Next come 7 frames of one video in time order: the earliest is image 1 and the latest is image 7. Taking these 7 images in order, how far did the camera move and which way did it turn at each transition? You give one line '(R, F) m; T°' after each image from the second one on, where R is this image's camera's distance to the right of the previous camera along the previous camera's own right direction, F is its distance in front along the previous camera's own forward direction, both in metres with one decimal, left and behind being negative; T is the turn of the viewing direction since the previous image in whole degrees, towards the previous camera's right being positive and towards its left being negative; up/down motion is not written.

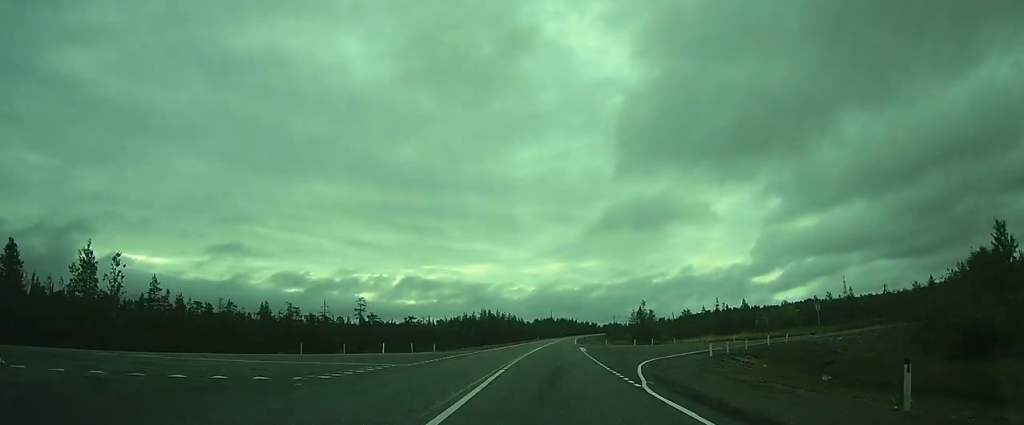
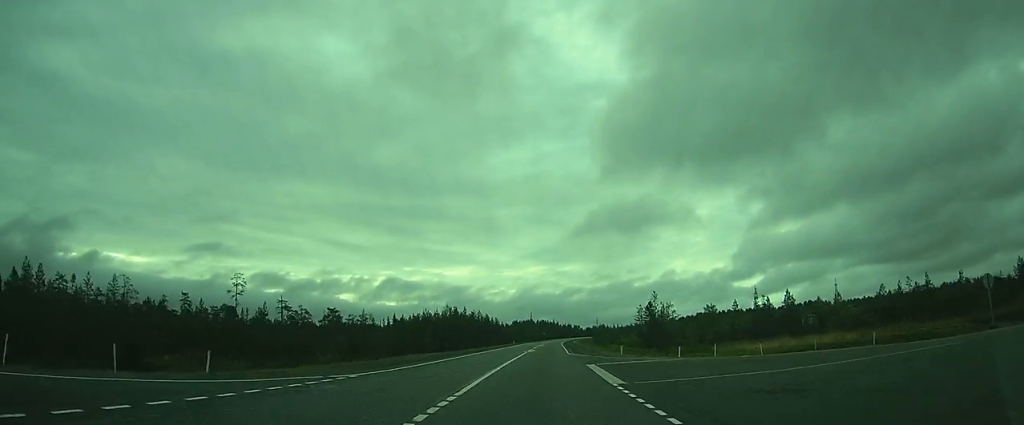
(-0.4, +28.2) m; -1°
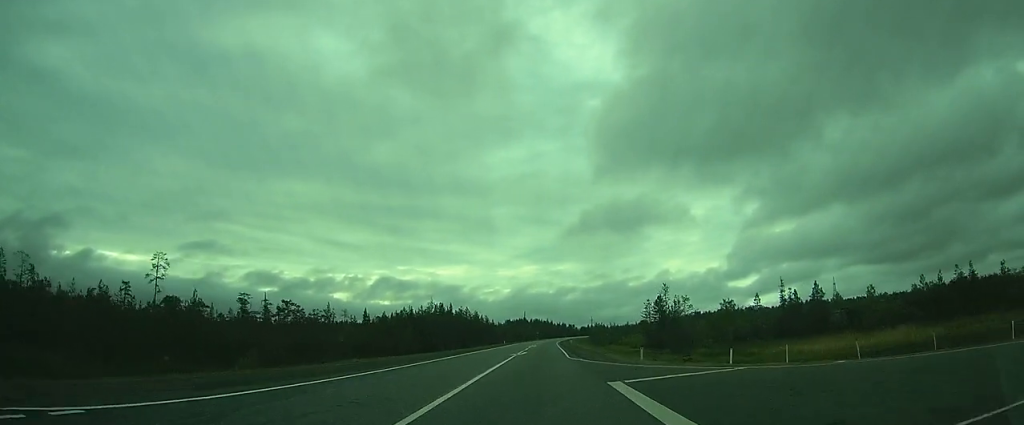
(0.0, +10.5) m; 0°
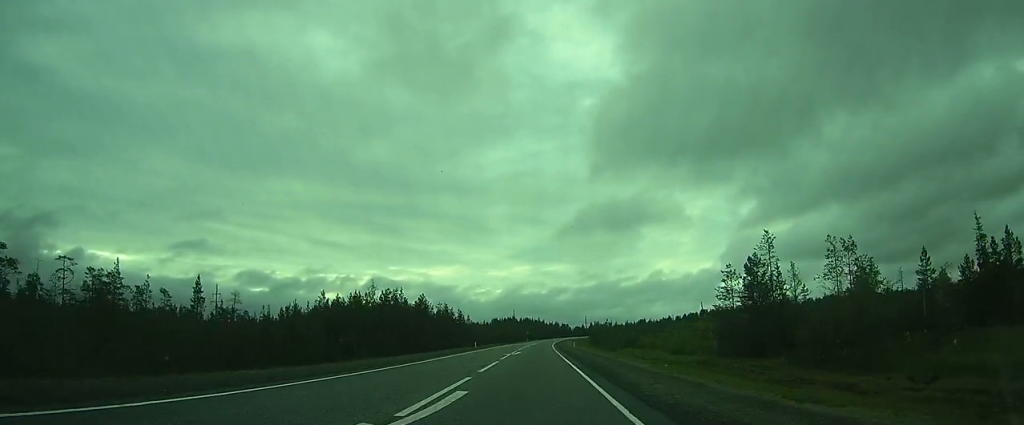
(+0.5, +32.9) m; +1°
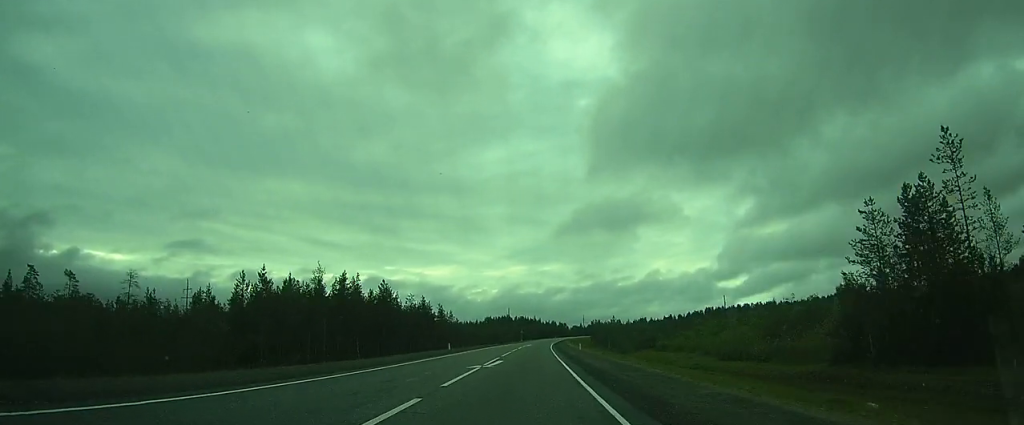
(0.0, +16.8) m; 0°
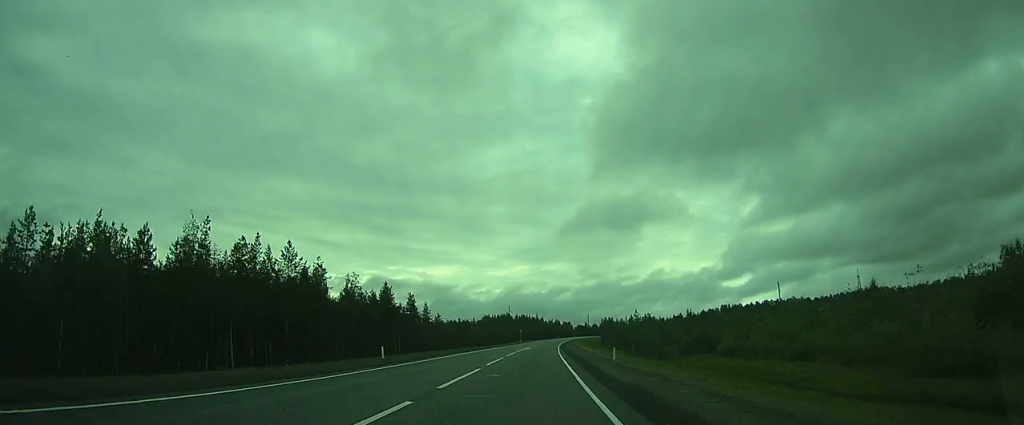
(+0.4, +22.4) m; +2°
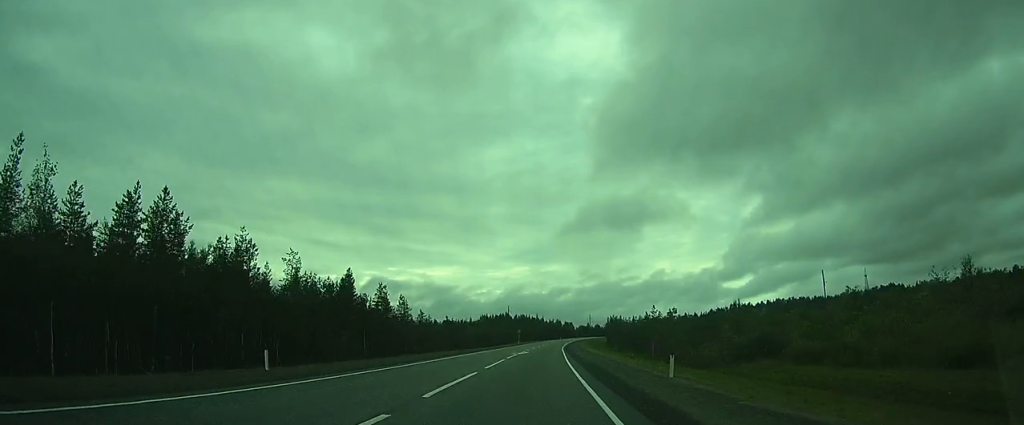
(+0.3, +12.9) m; +1°
